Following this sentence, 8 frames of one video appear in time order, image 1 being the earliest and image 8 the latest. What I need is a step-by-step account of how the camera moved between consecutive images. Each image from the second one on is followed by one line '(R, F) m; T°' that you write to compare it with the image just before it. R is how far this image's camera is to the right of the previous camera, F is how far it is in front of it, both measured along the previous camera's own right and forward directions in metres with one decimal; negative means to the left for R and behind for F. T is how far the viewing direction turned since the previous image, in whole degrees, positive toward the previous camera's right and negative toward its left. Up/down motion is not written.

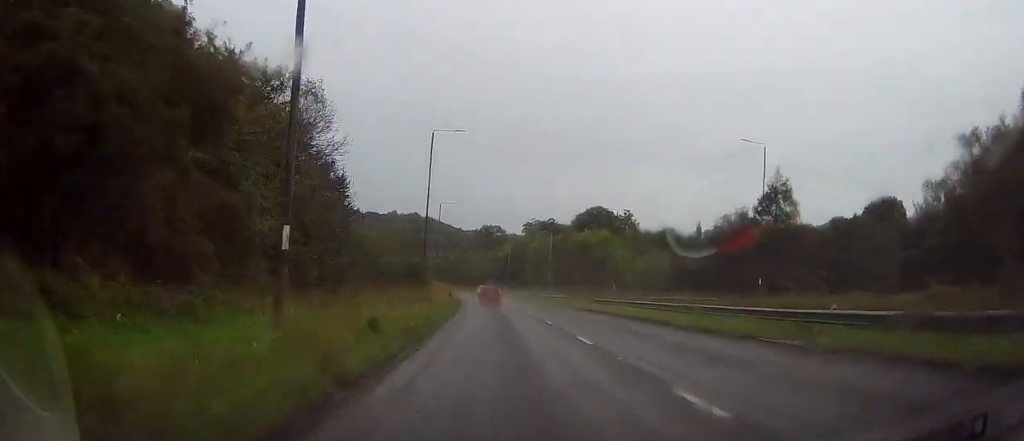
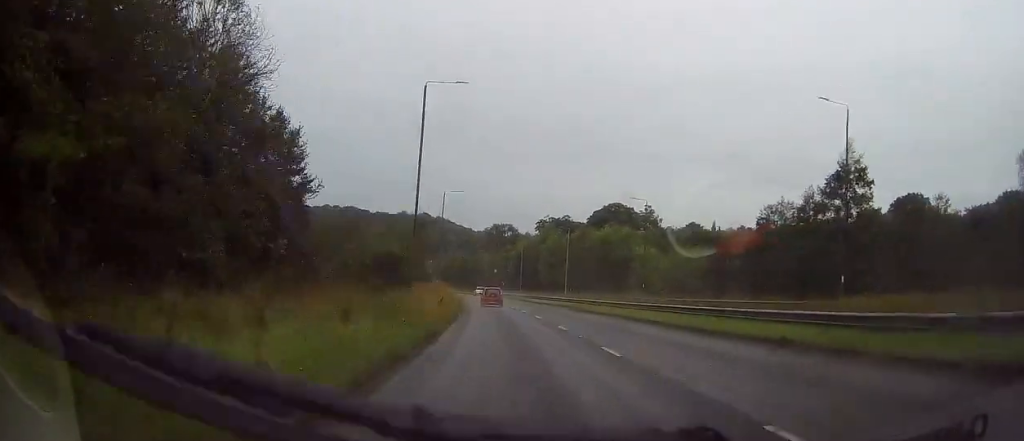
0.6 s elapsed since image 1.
(0.0, +11.8) m; -1°
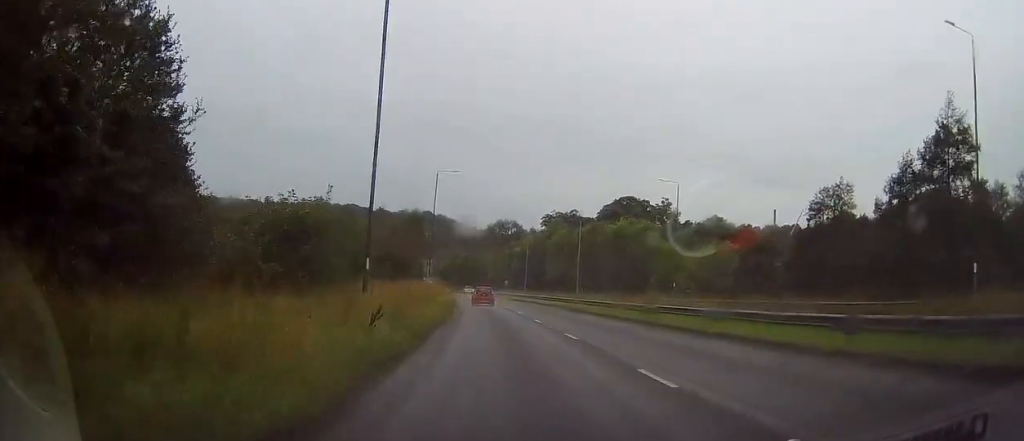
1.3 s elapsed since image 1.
(-0.1, +13.1) m; -1°
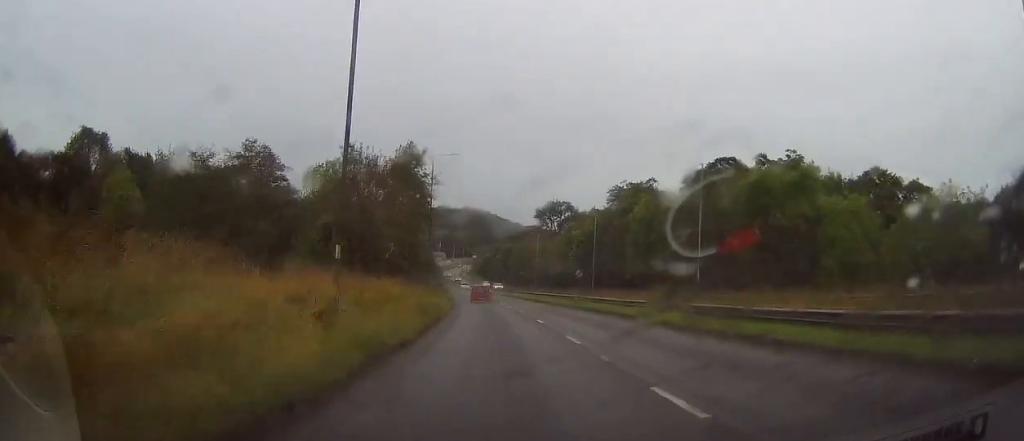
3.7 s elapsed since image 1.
(-1.7, +47.5) m; -5°
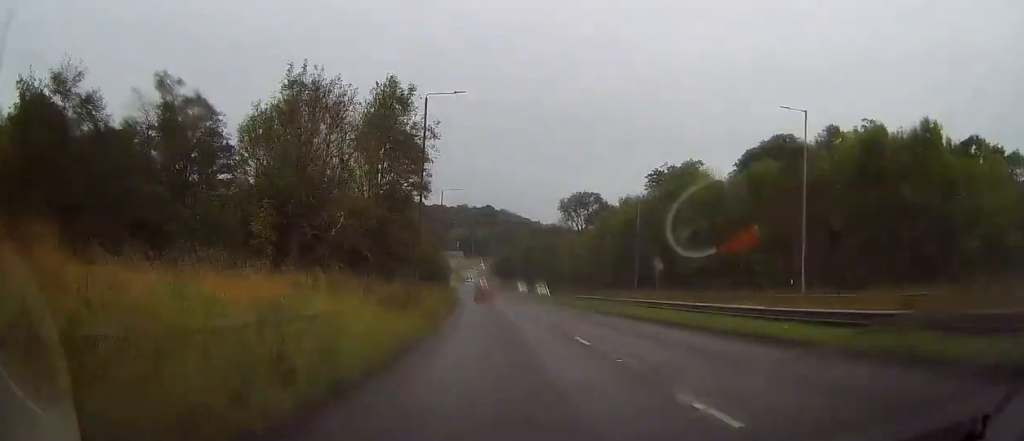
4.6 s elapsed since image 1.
(-0.5, +18.7) m; -2°
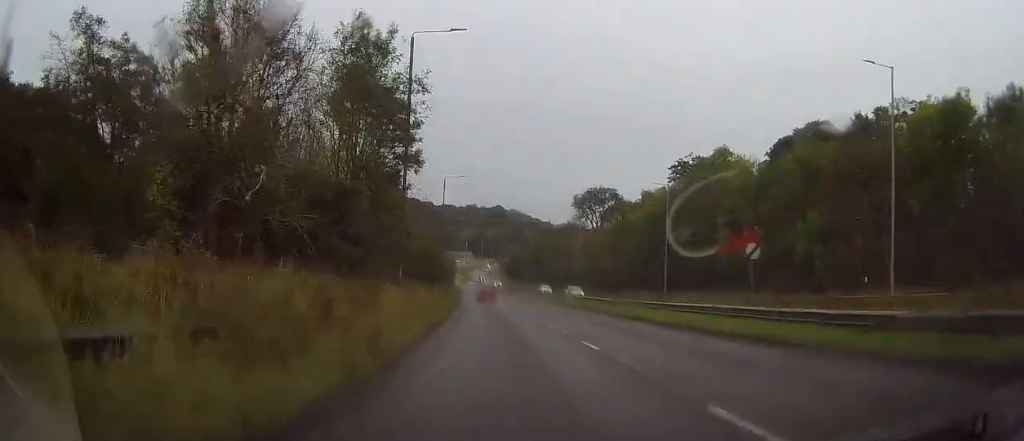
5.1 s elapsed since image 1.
(-0.1, +10.0) m; -1°
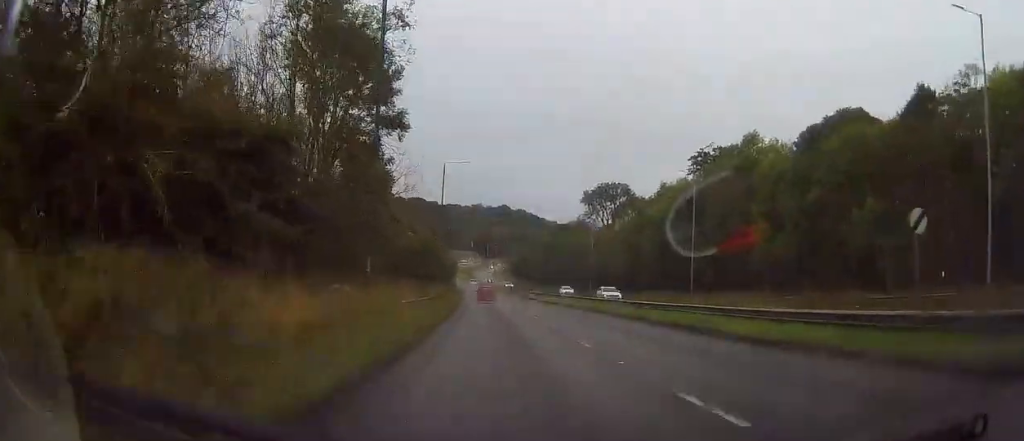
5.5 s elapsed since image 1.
(0.0, +8.1) m; 0°
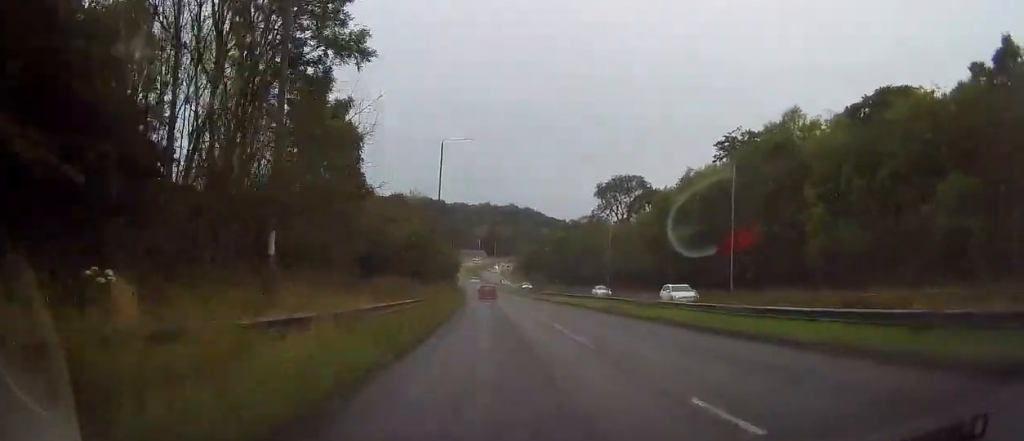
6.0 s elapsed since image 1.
(0.0, +9.5) m; 0°
